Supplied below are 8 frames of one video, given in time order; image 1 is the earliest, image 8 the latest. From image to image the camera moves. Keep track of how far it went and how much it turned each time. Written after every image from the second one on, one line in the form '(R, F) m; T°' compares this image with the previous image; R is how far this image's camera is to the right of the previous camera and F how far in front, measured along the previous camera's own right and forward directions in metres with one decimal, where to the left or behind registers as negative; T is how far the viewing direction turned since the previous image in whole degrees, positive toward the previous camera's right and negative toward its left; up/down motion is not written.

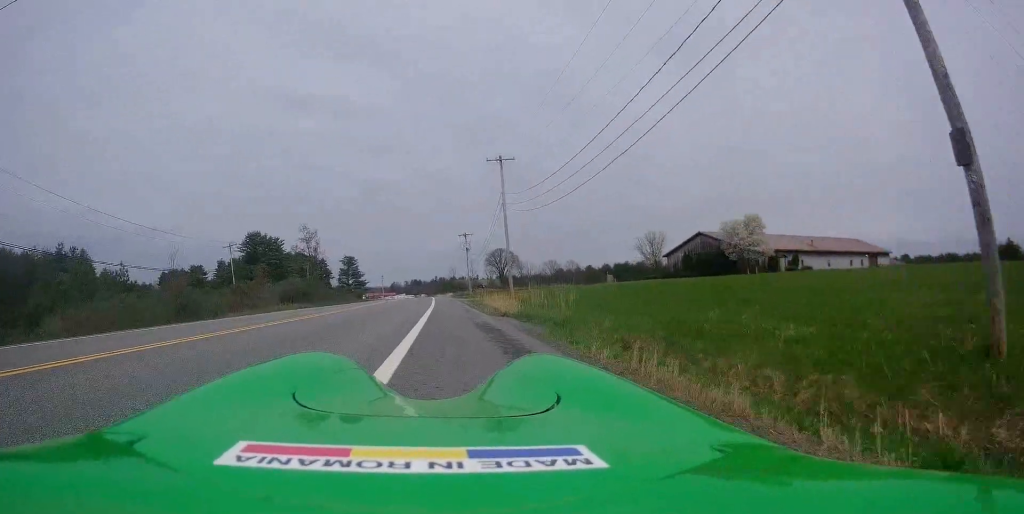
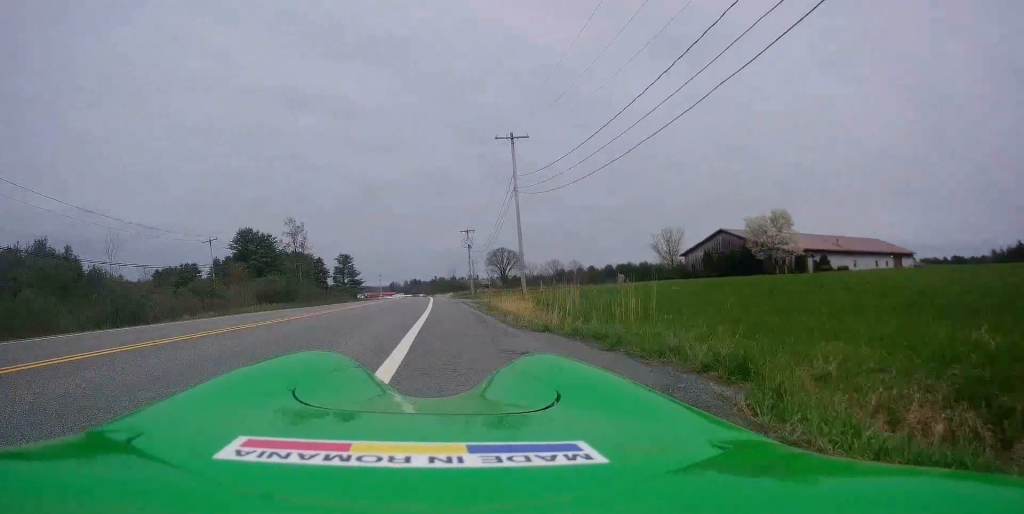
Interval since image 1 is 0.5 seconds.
(0.0, +7.5) m; 0°
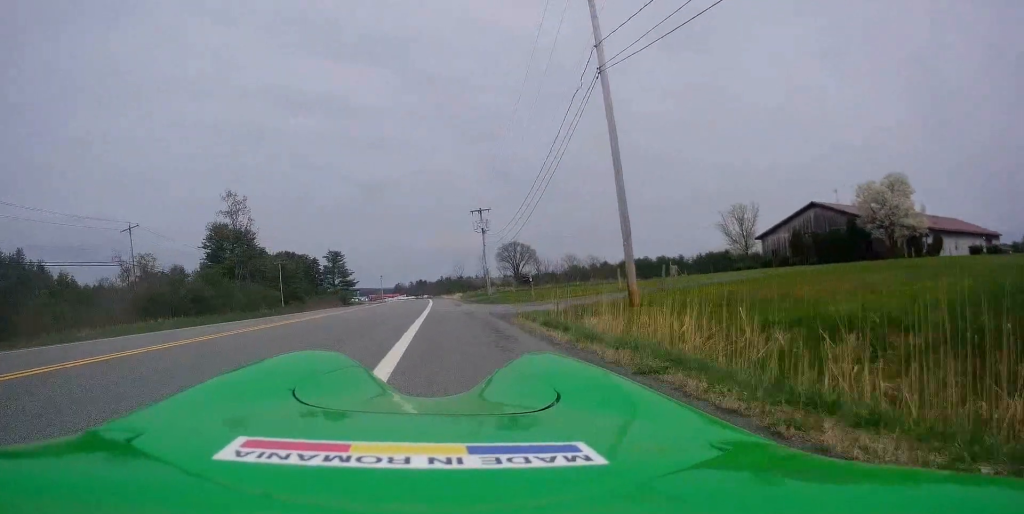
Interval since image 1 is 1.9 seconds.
(-0.3, +22.8) m; 0°
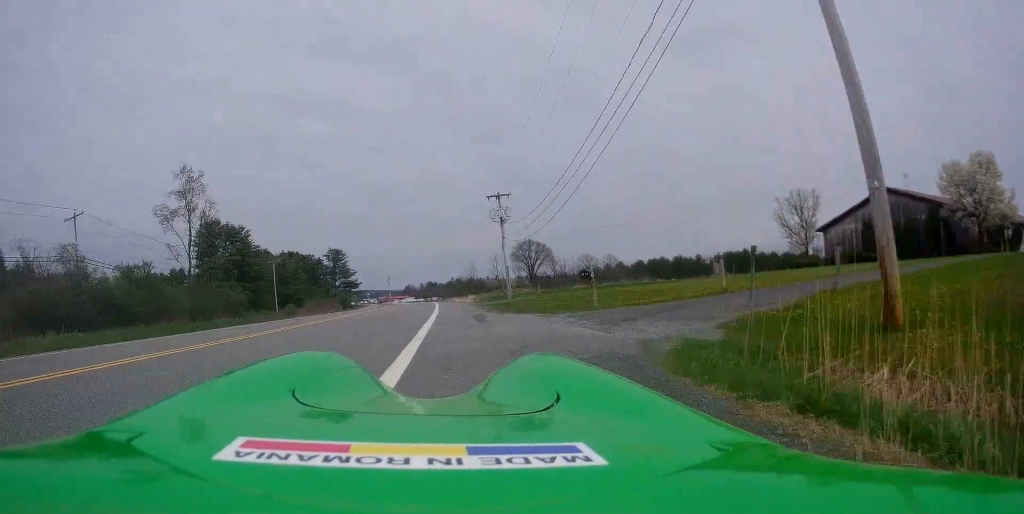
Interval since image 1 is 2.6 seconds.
(+0.1, +11.3) m; 0°
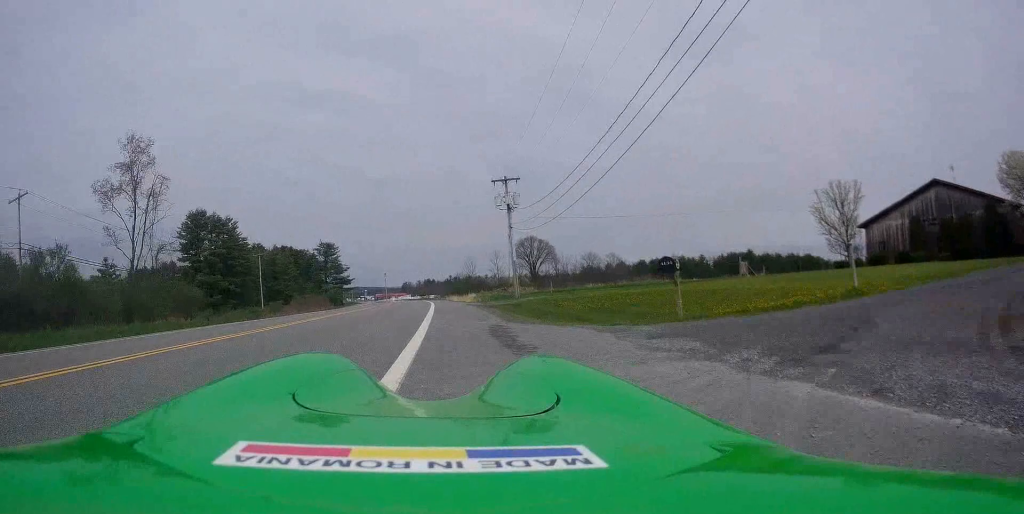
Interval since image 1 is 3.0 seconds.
(+0.1, +7.3) m; 0°
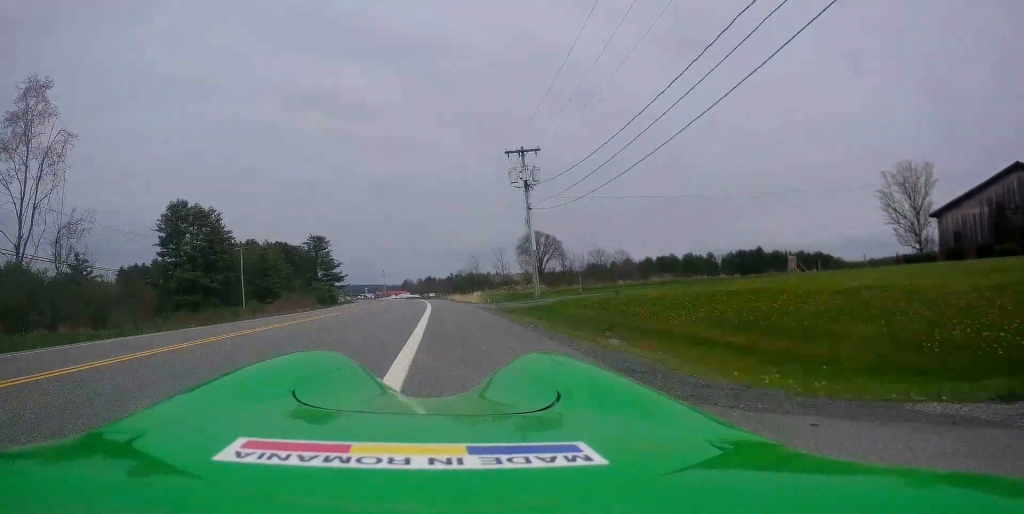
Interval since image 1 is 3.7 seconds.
(-0.1, +10.0) m; -2°
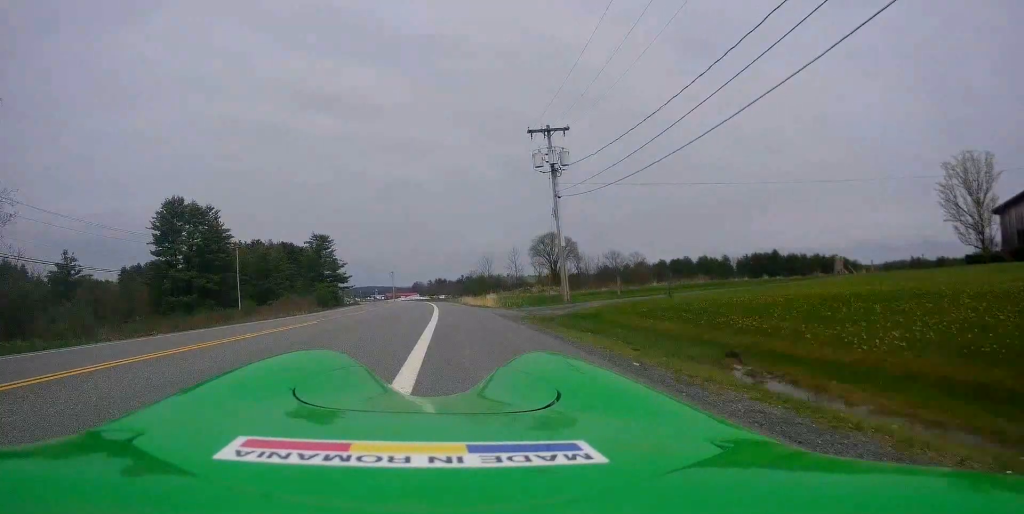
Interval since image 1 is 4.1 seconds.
(+0.1, +6.7) m; -1°
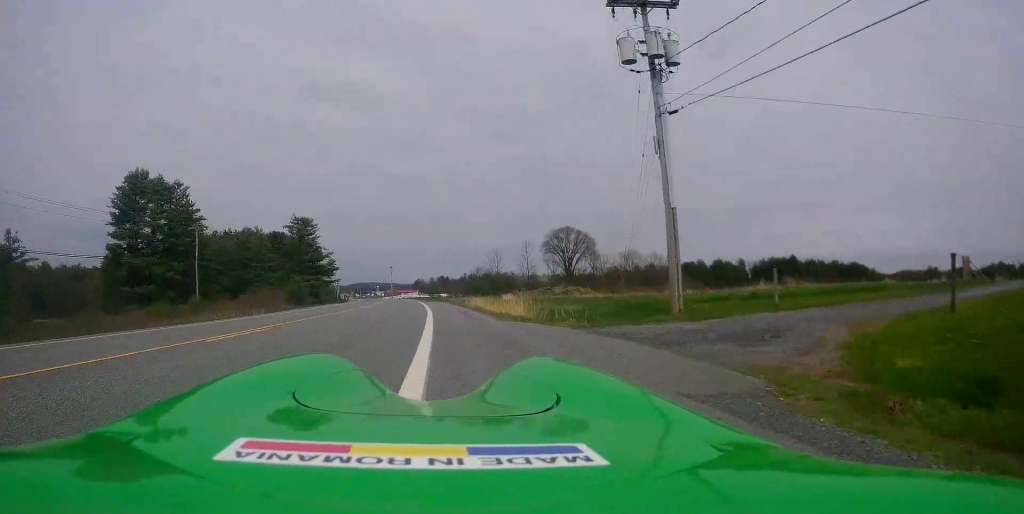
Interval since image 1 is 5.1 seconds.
(-0.6, +16.0) m; -1°
